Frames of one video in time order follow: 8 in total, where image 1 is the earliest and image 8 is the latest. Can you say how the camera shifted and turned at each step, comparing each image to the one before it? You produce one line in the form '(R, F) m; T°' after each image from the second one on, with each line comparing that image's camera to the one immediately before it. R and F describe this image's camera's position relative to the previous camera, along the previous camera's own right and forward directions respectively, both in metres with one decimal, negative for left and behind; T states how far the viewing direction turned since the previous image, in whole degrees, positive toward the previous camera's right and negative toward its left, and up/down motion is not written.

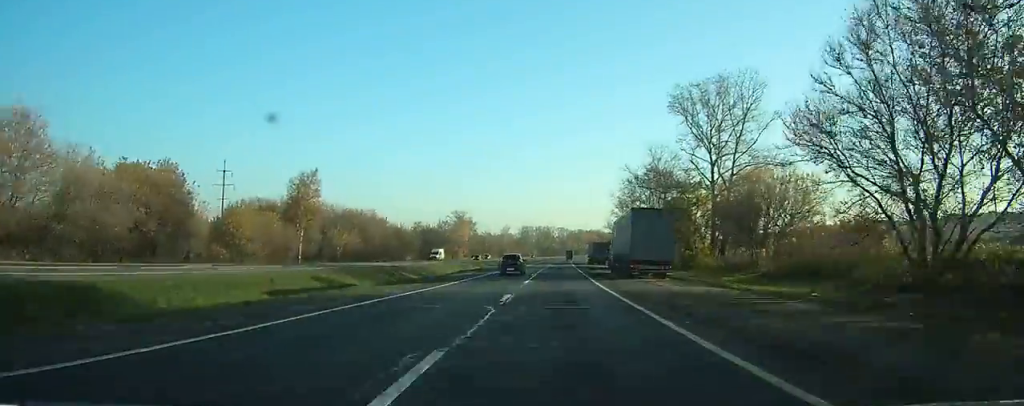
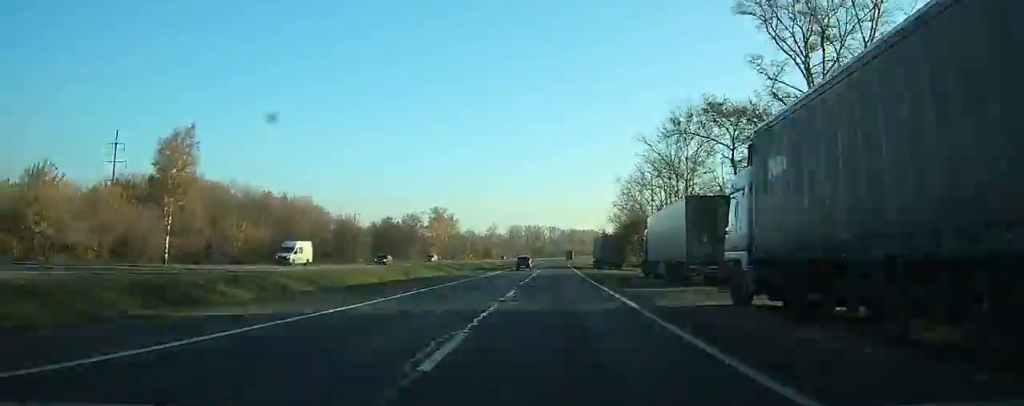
(+0.6, +33.9) m; +1°
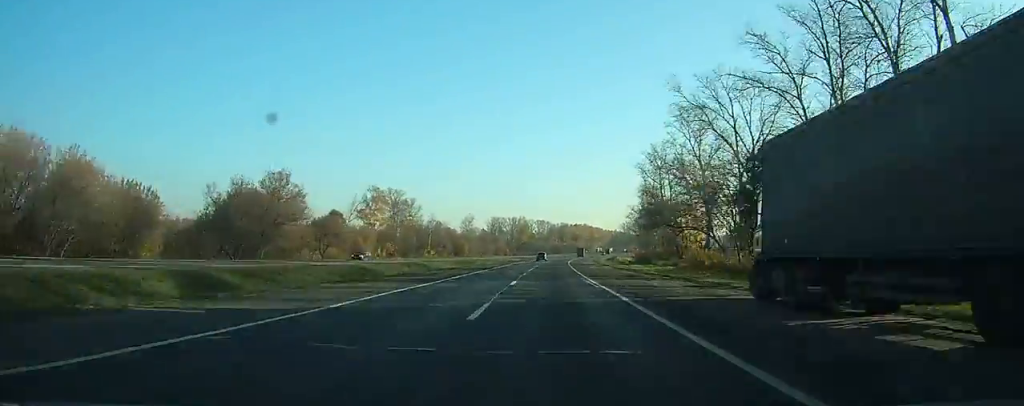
(+0.9, +68.3) m; +1°
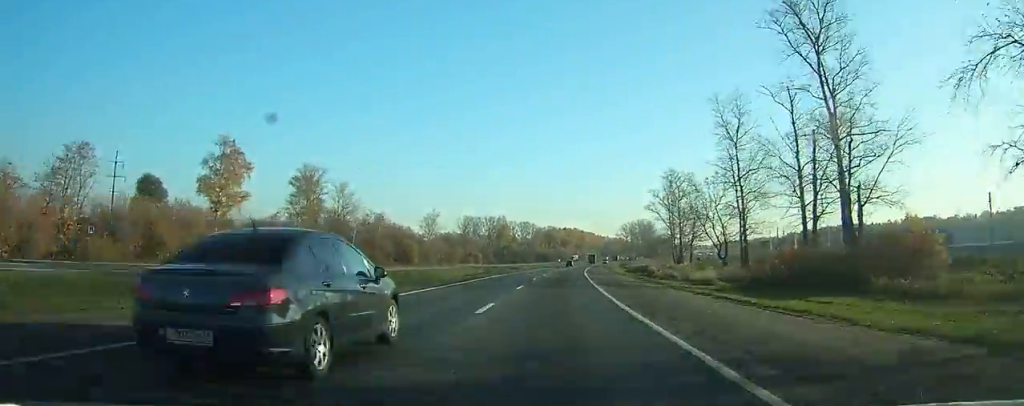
(+0.8, +70.6) m; +2°
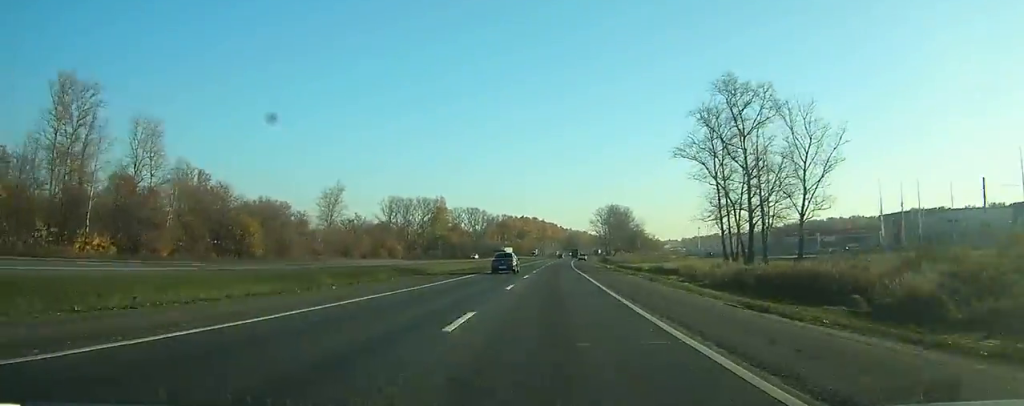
(+2.2, +76.2) m; +3°
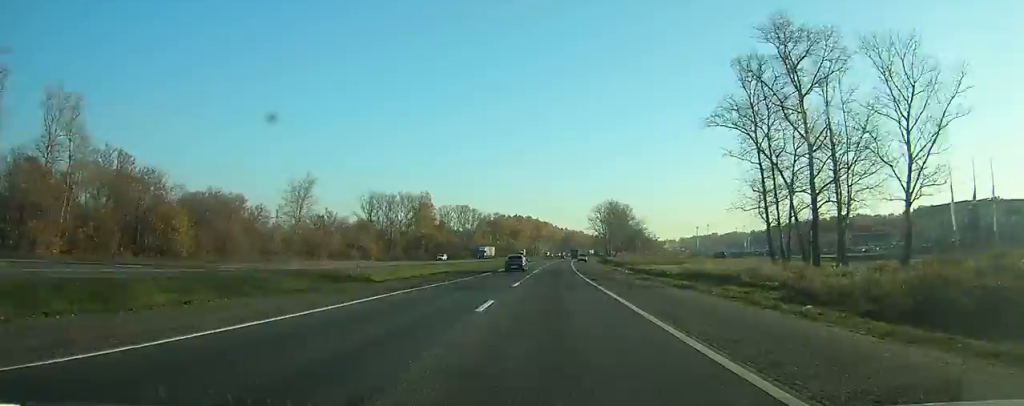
(+0.2, +19.9) m; +1°
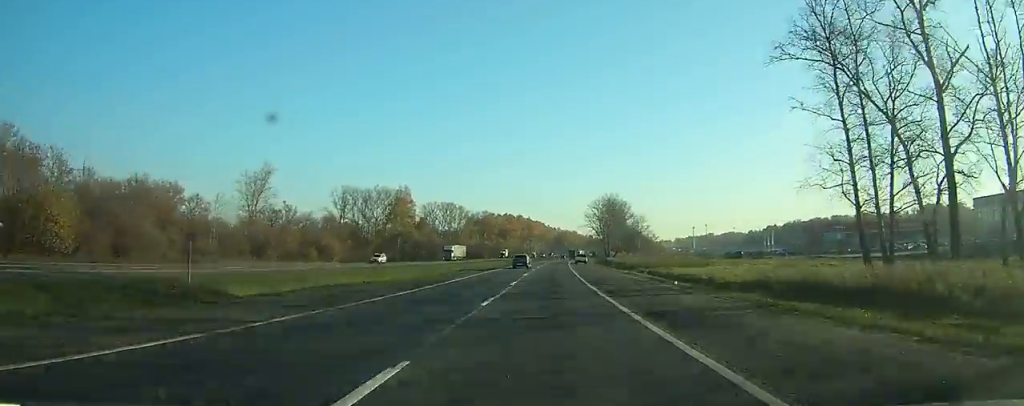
(+0.2, +21.6) m; +1°
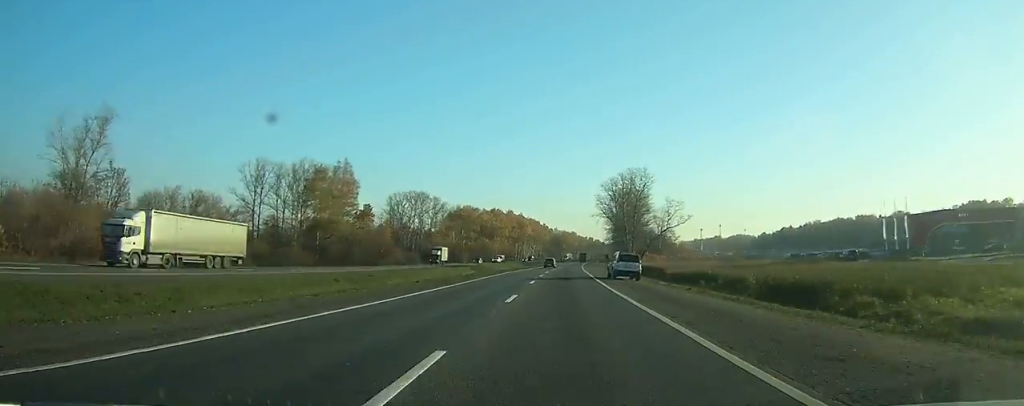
(+0.8, +58.8) m; +1°
